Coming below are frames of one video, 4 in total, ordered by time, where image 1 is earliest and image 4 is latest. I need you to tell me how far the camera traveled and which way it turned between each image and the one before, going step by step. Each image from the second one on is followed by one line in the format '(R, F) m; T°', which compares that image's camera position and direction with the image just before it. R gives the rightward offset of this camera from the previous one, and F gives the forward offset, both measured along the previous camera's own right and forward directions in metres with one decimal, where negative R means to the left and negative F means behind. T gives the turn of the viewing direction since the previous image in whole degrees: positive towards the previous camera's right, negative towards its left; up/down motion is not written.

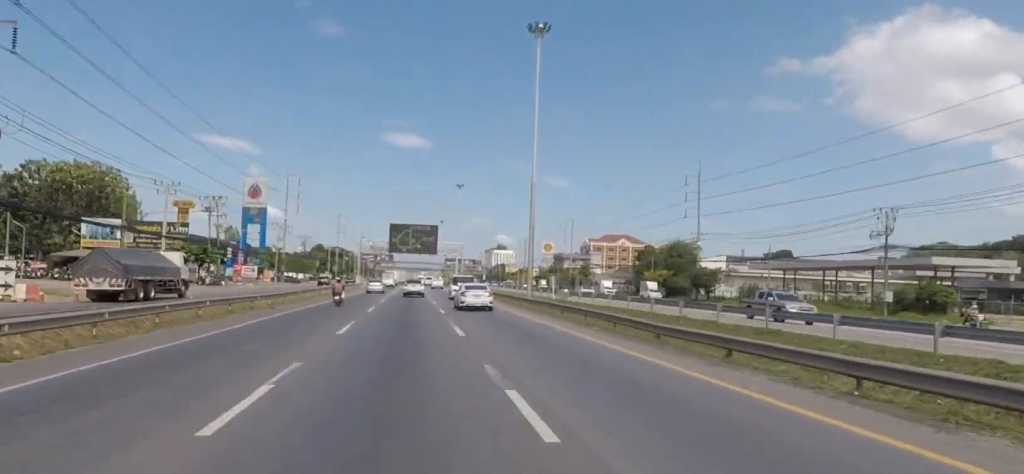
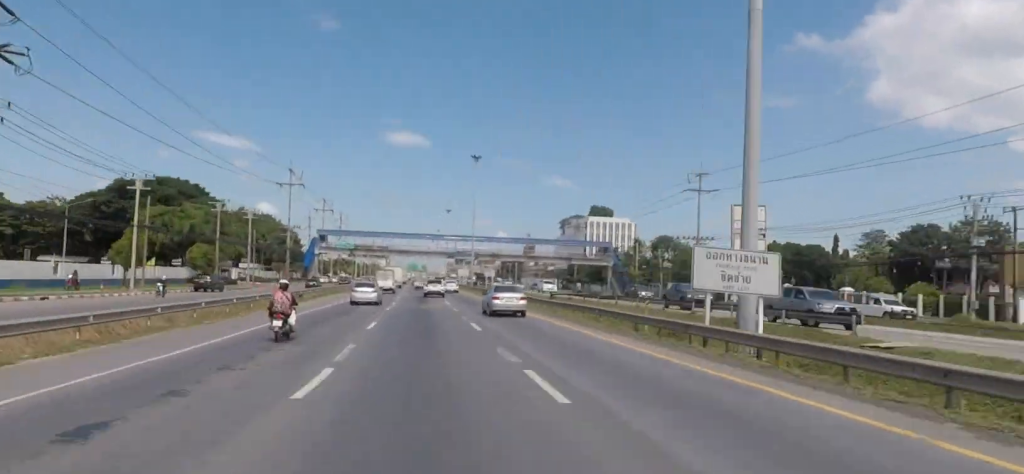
(-2.7, +234.7) m; -1°
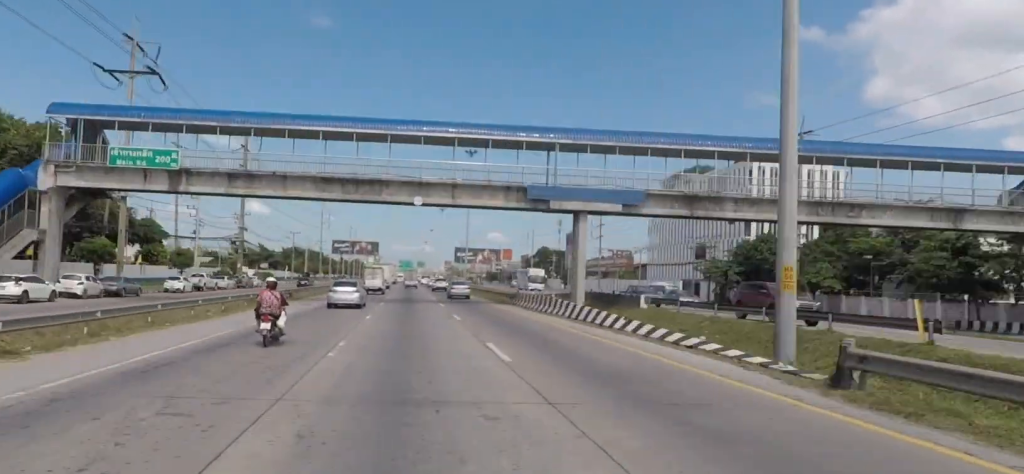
(0.0, +104.1) m; +1°
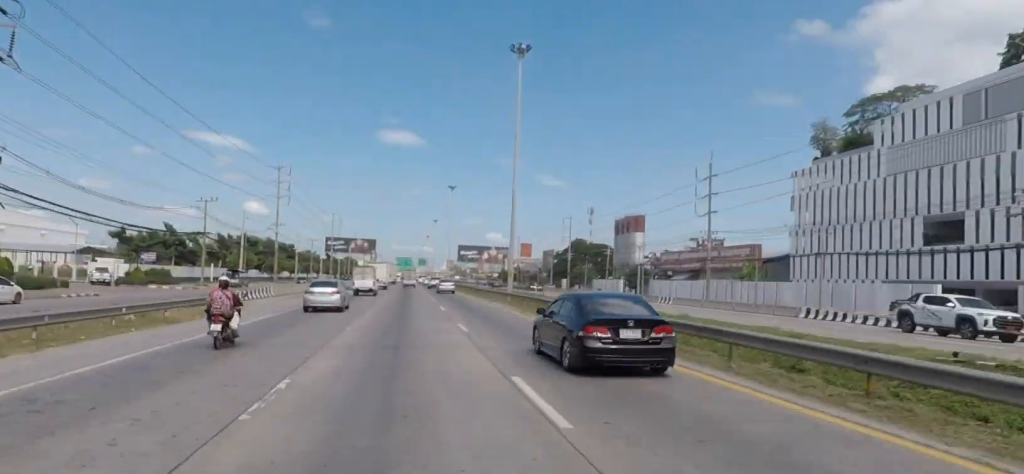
(+0.3, +53.8) m; +1°
